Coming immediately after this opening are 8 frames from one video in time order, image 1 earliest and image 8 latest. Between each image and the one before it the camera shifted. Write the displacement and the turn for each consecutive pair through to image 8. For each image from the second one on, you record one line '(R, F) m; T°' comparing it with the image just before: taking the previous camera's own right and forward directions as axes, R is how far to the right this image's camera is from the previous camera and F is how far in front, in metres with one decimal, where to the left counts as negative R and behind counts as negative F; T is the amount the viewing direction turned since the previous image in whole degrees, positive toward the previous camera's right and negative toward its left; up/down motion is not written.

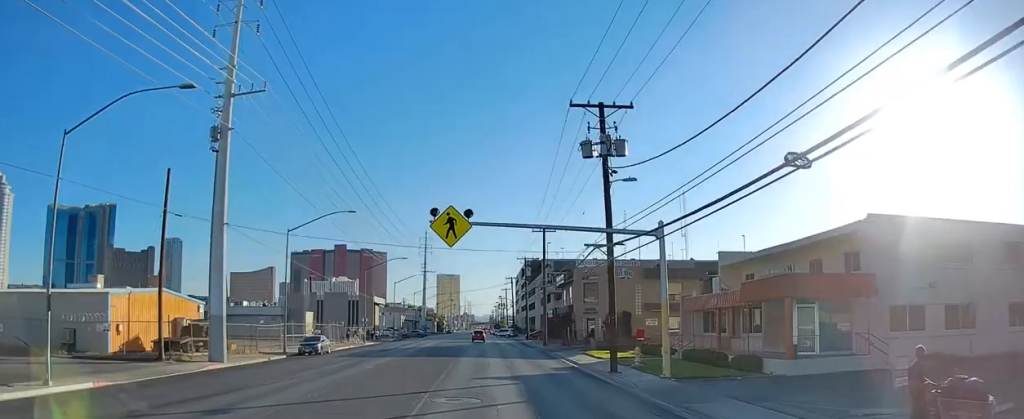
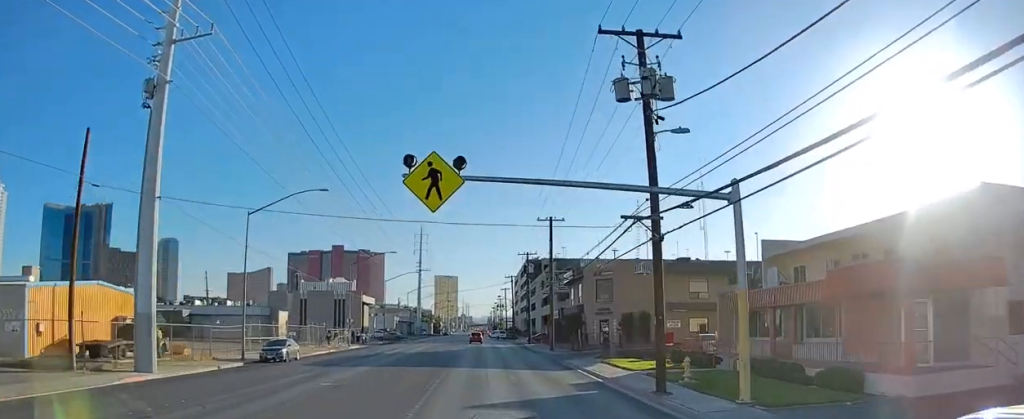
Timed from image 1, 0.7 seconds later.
(+0.5, +9.7) m; +1°
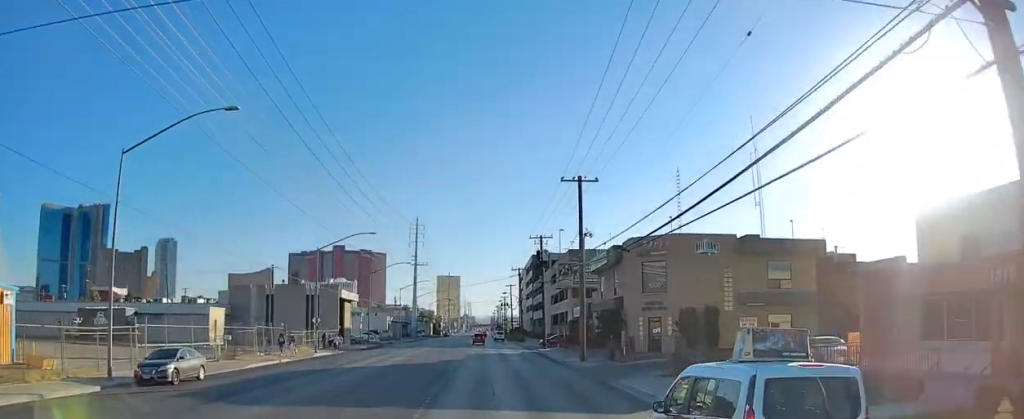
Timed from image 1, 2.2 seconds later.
(-0.6, +16.3) m; -1°
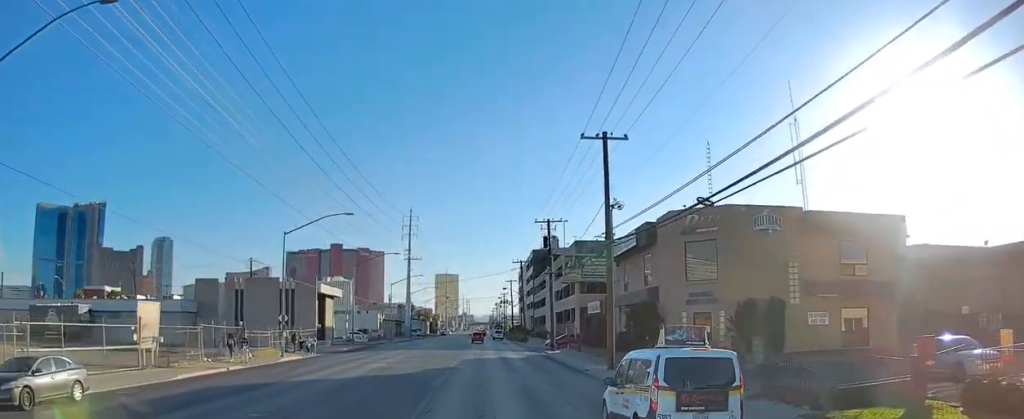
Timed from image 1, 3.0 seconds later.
(+0.3, +9.6) m; +1°
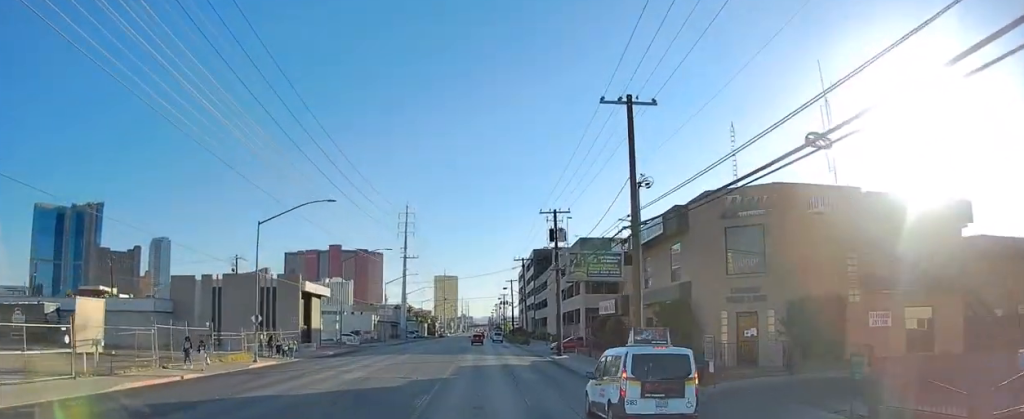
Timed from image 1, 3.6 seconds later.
(0.0, +5.9) m; 0°
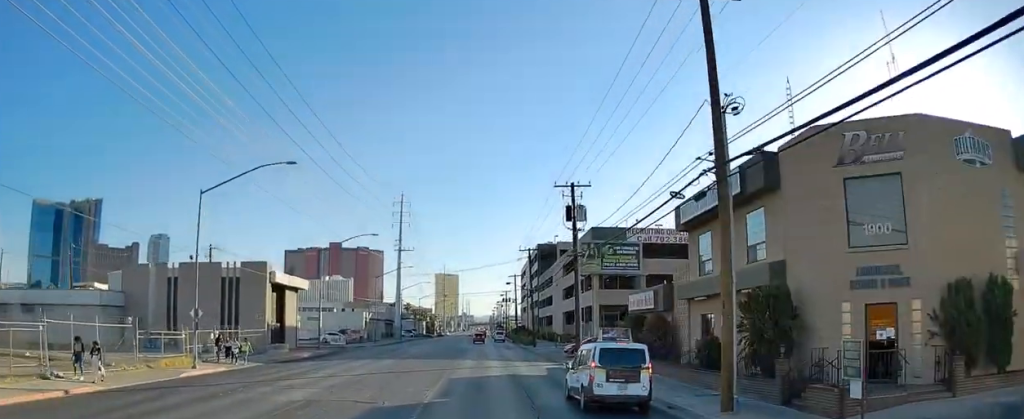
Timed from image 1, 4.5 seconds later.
(0.0, +9.6) m; -1°
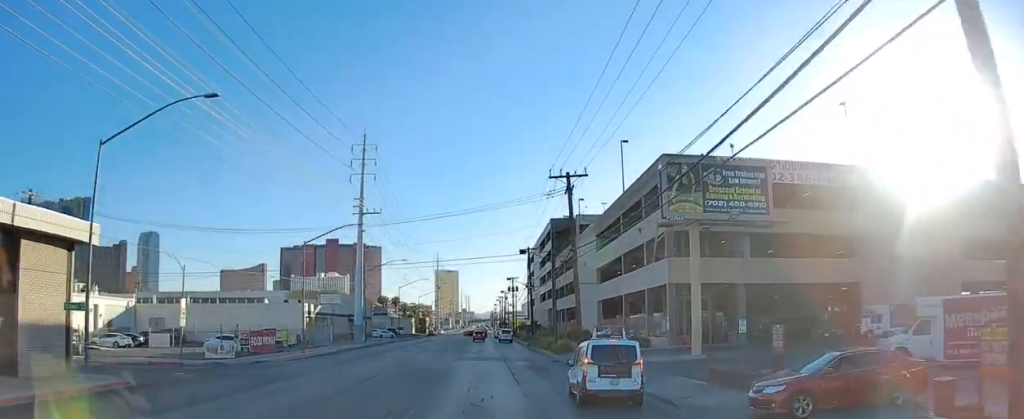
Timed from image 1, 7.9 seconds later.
(-0.8, +38.4) m; -1°
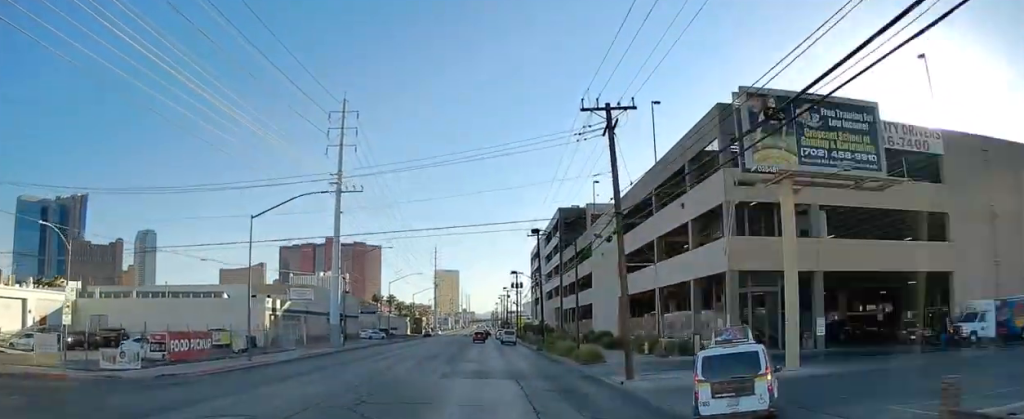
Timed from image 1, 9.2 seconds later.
(-0.2, +13.5) m; -2°
